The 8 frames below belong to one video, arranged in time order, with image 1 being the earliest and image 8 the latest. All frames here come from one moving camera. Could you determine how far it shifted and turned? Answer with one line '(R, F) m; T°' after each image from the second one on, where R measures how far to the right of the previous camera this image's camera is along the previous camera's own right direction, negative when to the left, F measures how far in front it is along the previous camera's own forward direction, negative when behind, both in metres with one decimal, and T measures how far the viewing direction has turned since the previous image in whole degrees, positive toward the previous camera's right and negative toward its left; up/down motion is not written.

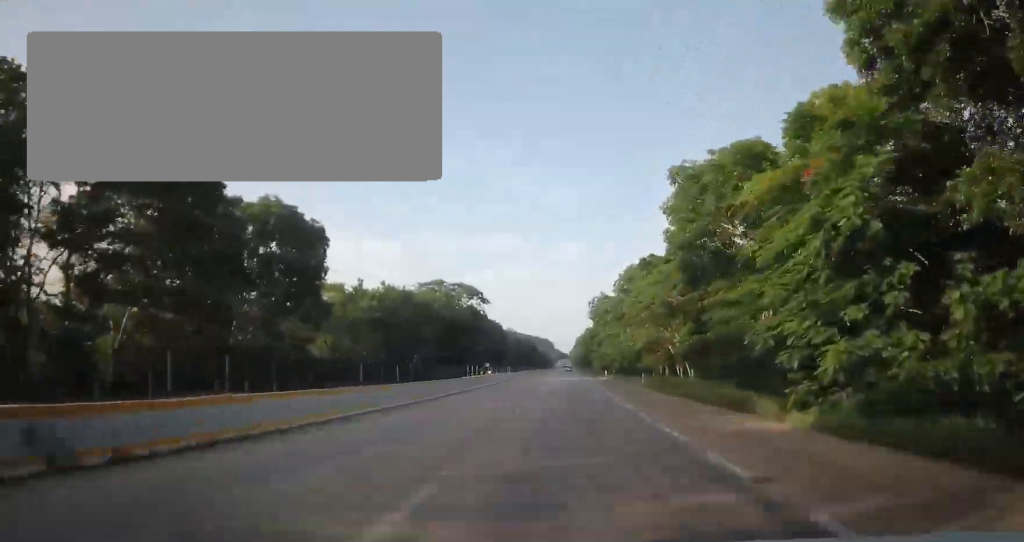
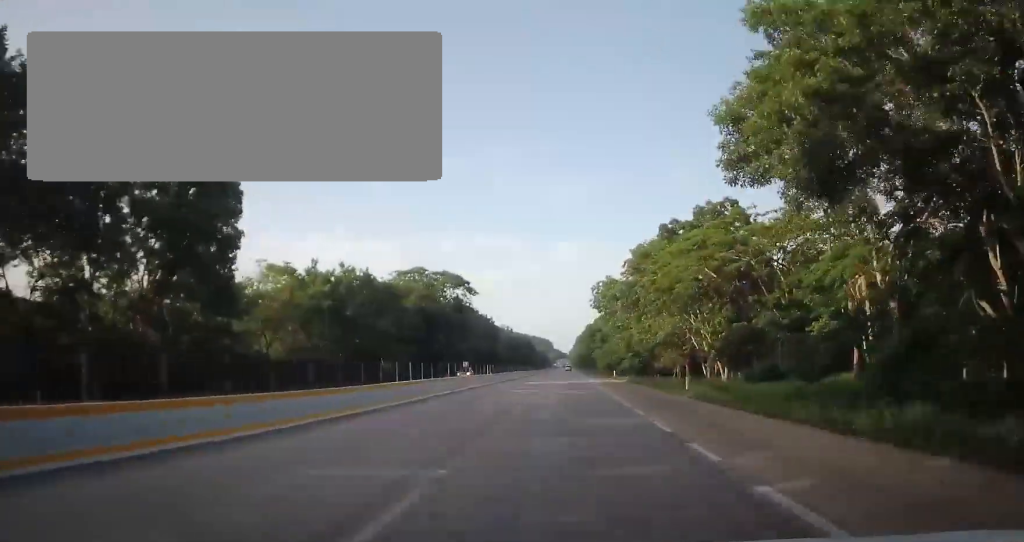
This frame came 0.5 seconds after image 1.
(-0.1, +15.6) m; 0°
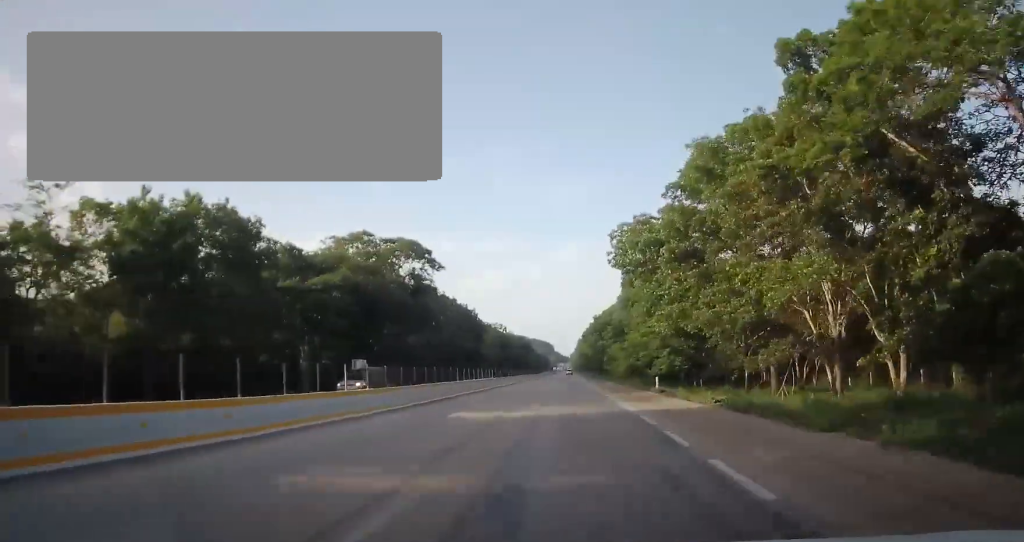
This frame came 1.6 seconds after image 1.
(+0.2, +31.1) m; 0°
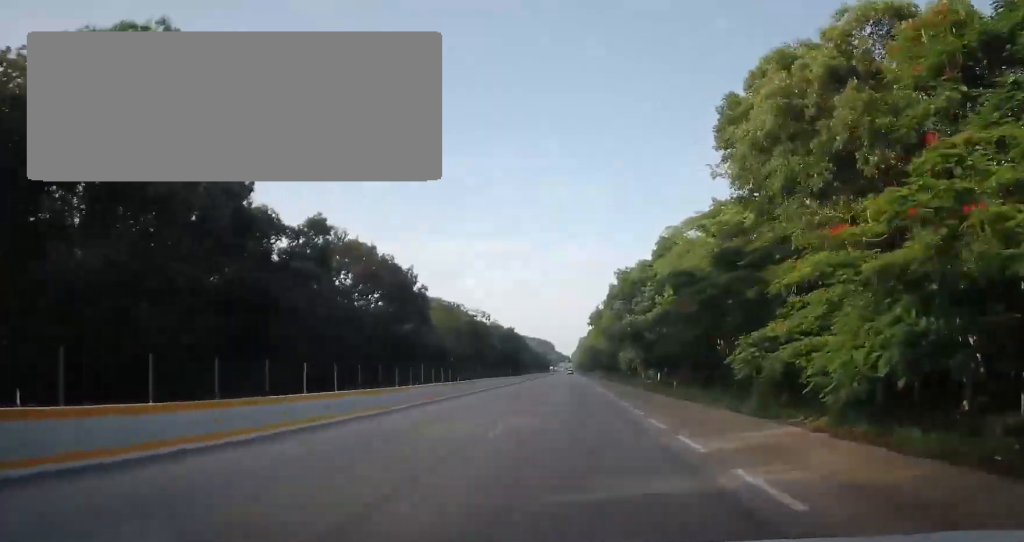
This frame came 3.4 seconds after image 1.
(-0.1, +50.7) m; 0°
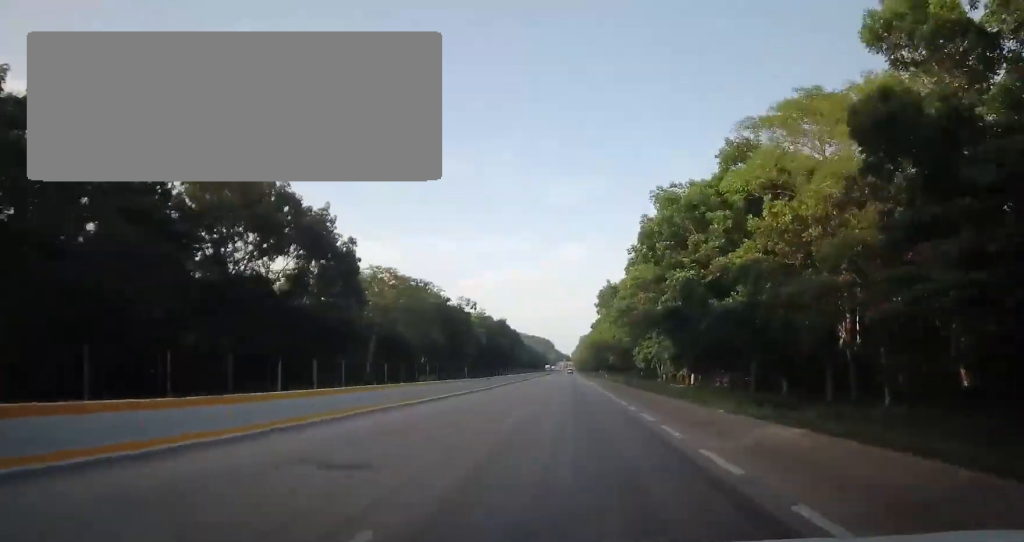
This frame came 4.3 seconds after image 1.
(+0.2, +27.4) m; +1°
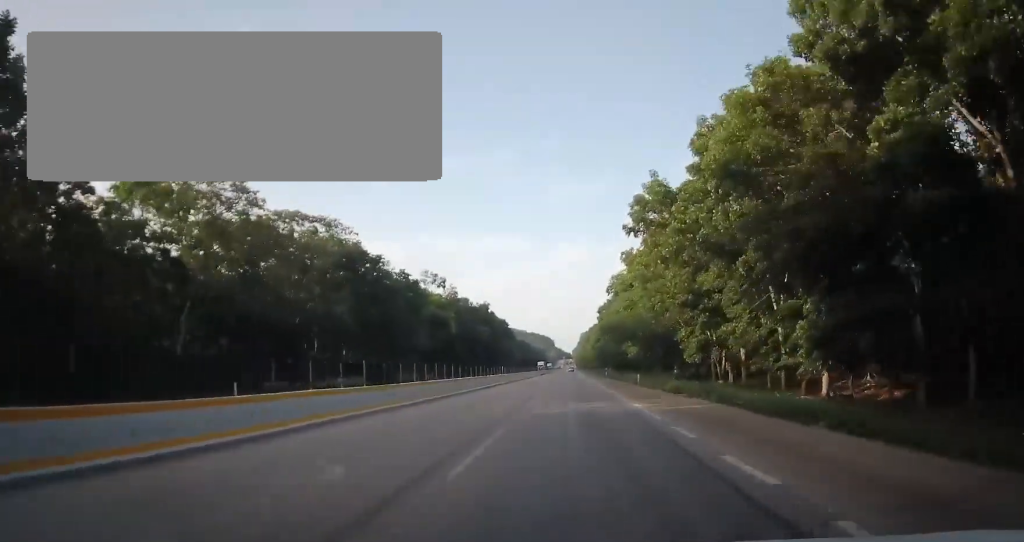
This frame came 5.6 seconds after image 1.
(0.0, +38.2) m; 0°
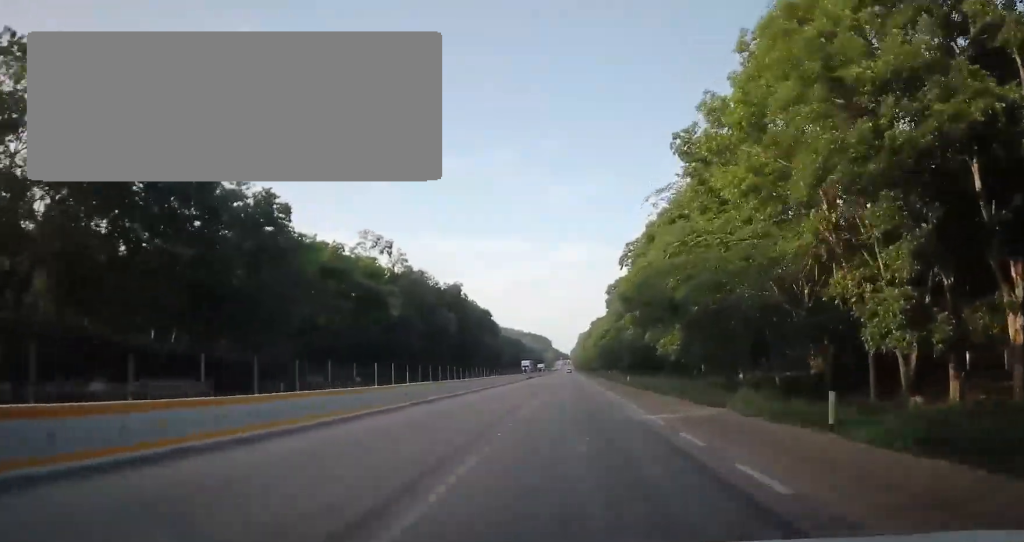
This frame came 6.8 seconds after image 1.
(-0.3, +34.1) m; -1°
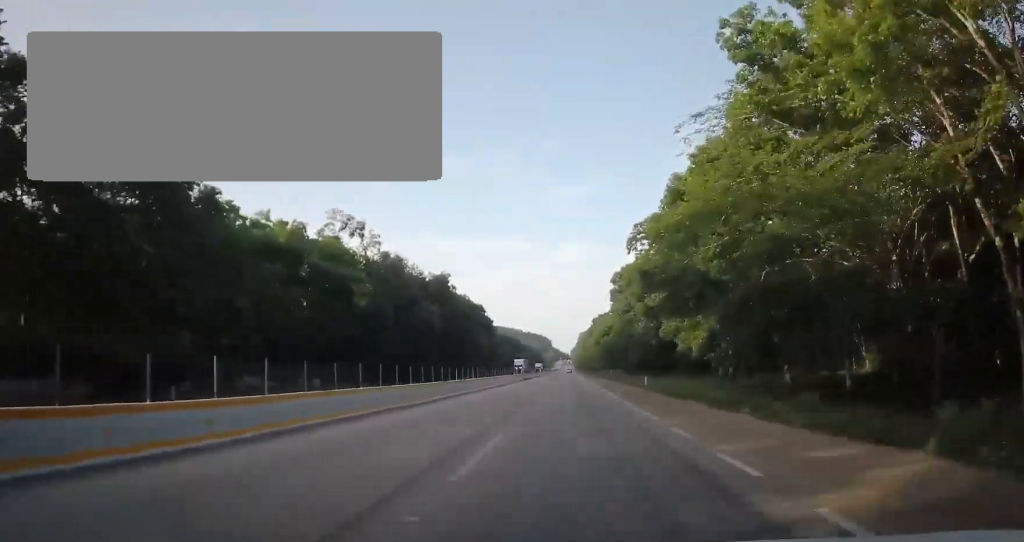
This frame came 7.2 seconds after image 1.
(0.0, +11.3) m; 0°
